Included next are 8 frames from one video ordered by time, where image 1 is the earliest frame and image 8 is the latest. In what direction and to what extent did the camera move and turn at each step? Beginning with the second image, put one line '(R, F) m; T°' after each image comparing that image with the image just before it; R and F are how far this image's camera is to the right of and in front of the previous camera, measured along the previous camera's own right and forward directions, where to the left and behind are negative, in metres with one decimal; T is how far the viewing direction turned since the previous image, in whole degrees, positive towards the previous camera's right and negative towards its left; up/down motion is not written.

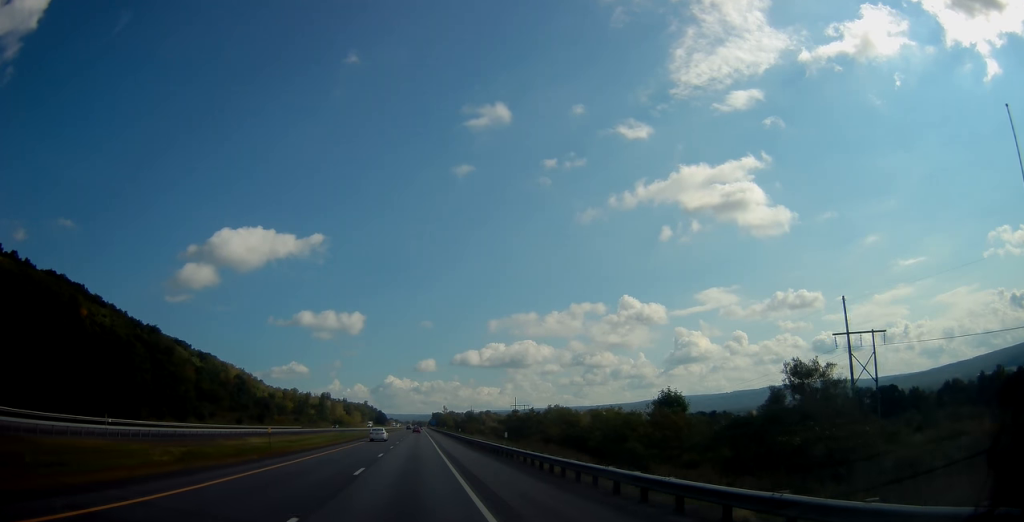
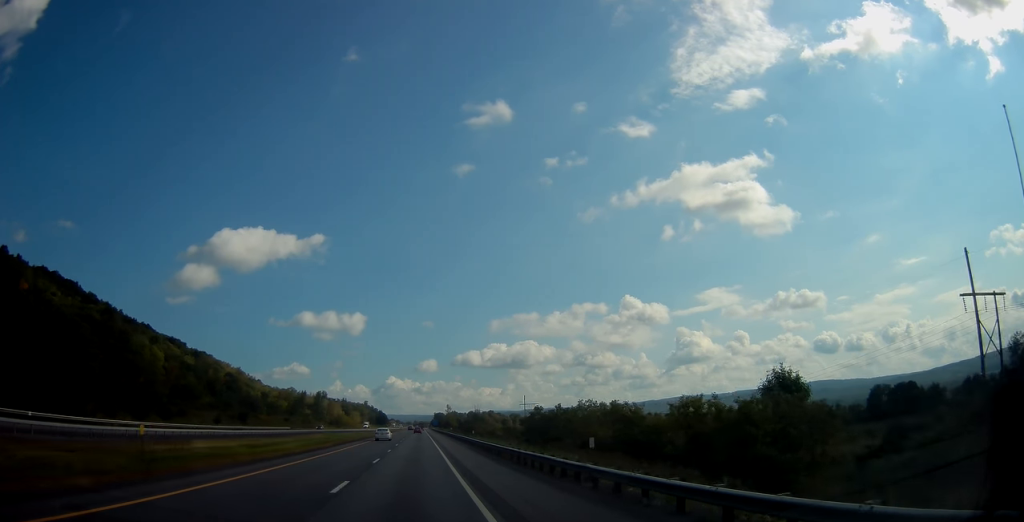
(-0.2, +17.3) m; 0°
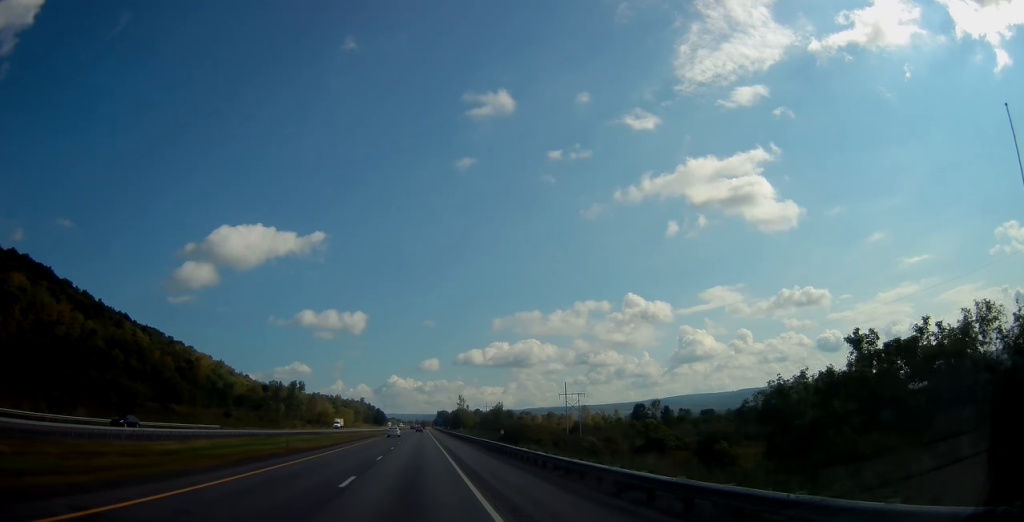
(+0.1, +59.5) m; 0°
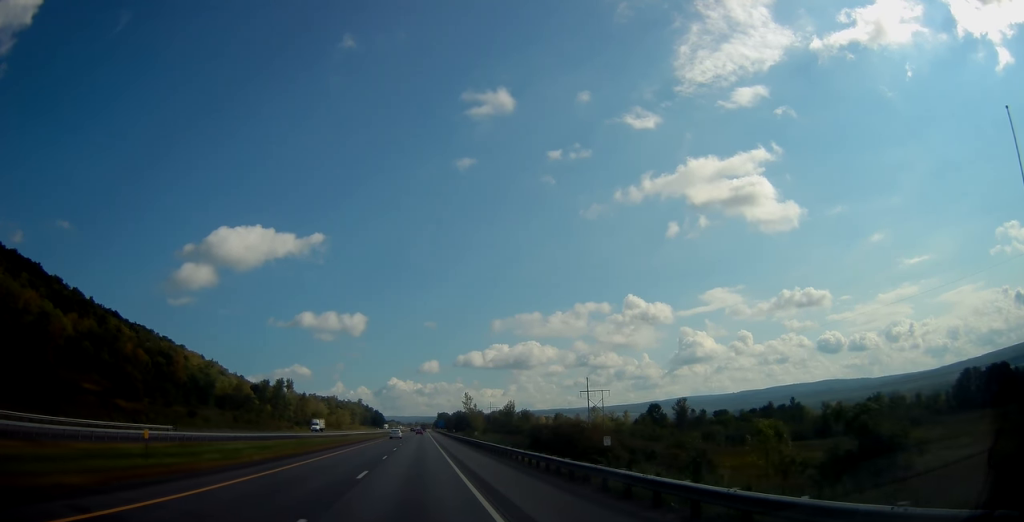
(-0.1, +21.1) m; 0°
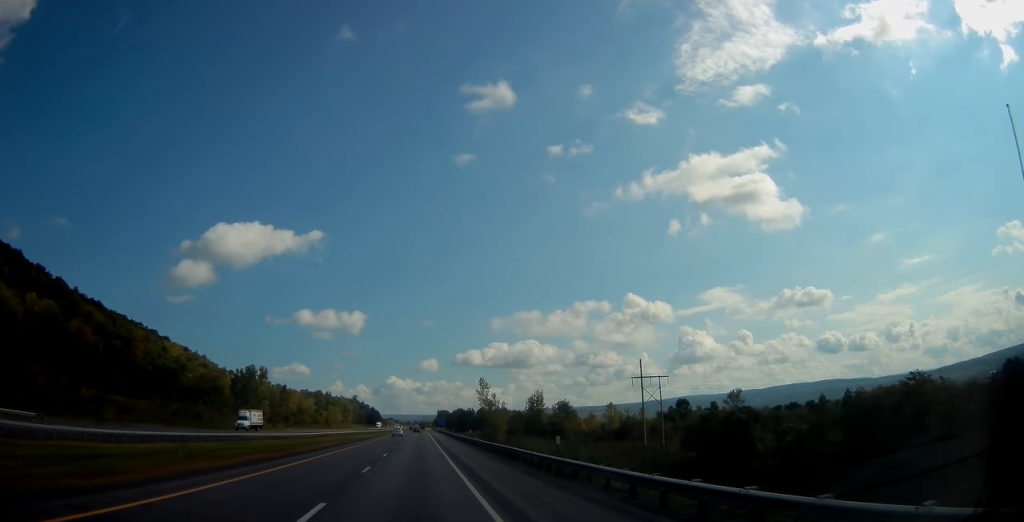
(0.0, +34.7) m; 0°
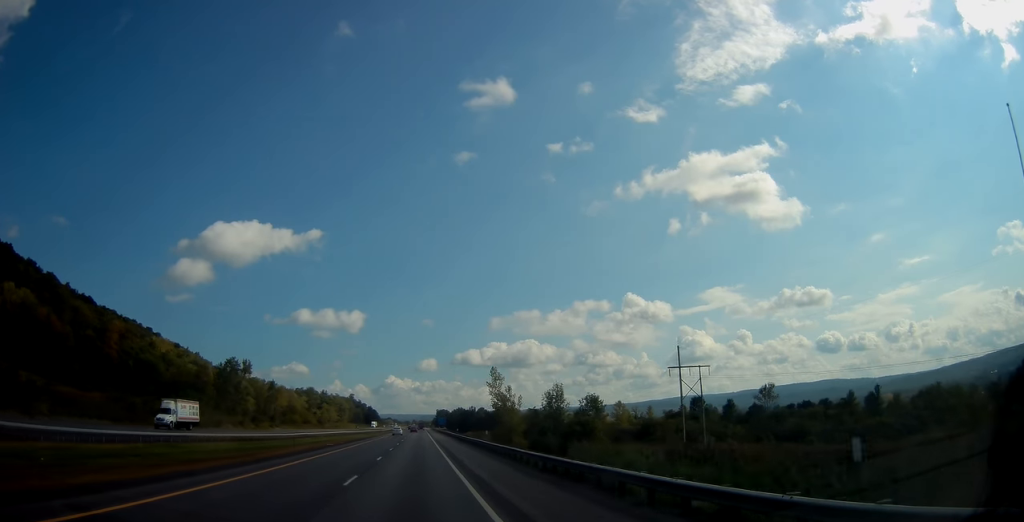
(+0.1, +16.4) m; 0°
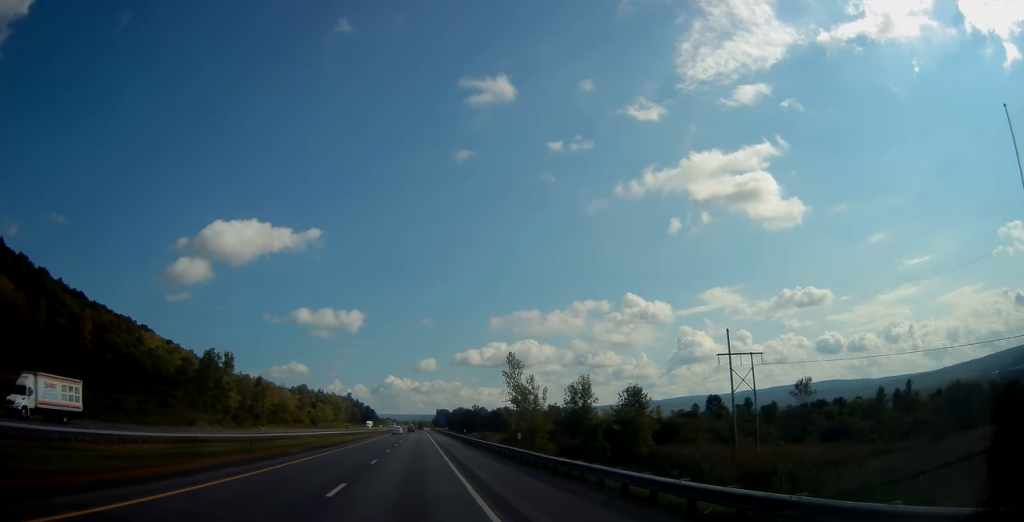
(+0.1, +15.4) m; 0°
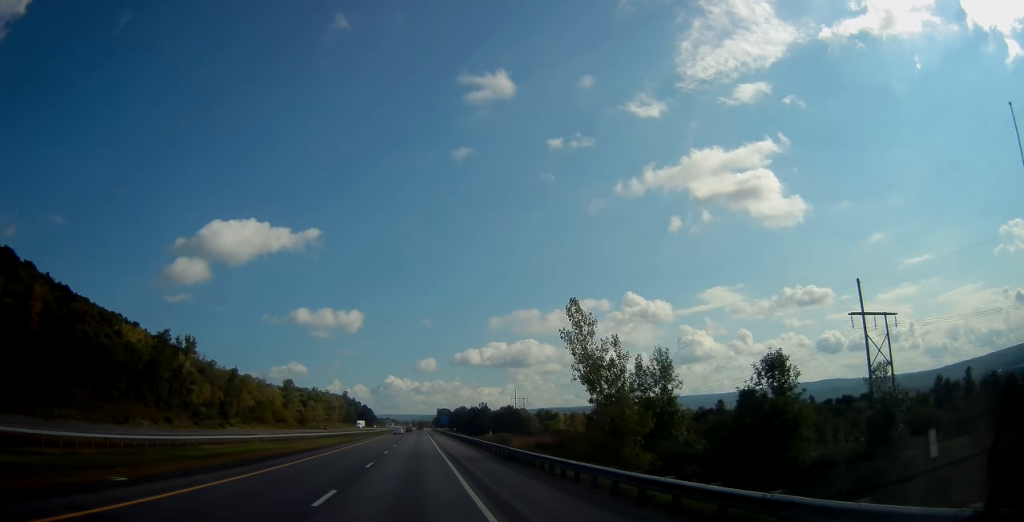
(0.0, +26.0) m; 0°
